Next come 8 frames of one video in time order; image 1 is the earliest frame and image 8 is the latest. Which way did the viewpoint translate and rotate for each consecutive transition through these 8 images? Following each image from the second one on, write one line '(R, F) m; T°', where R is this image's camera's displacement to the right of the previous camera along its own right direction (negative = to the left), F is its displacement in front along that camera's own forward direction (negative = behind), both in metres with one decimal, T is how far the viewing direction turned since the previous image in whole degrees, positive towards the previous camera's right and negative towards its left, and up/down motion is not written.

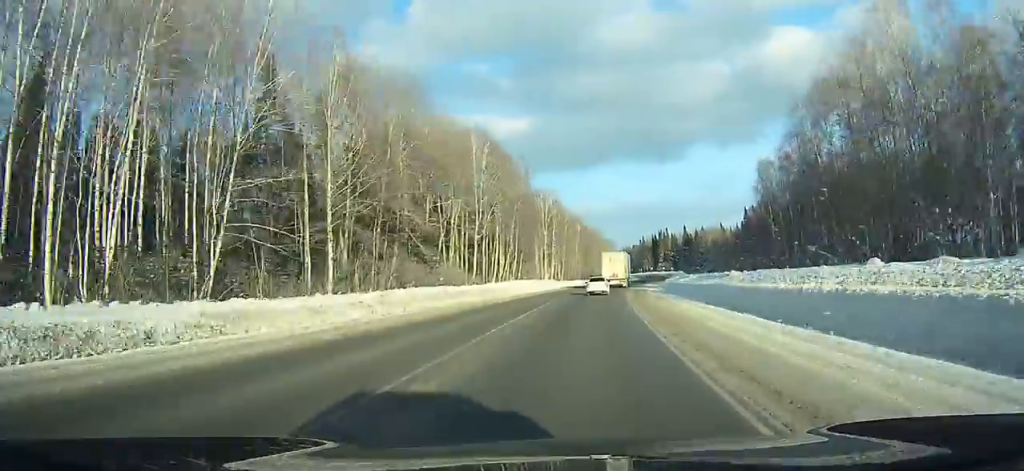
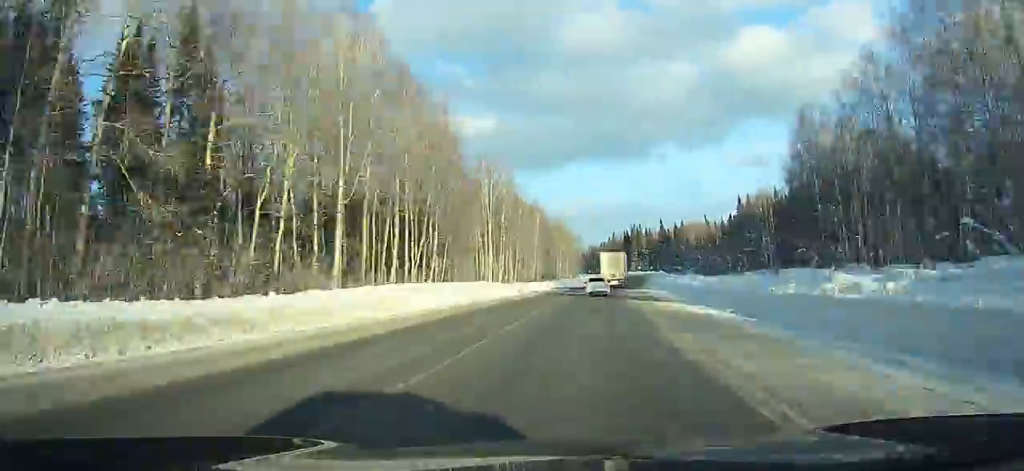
(+1.2, +34.6) m; +2°
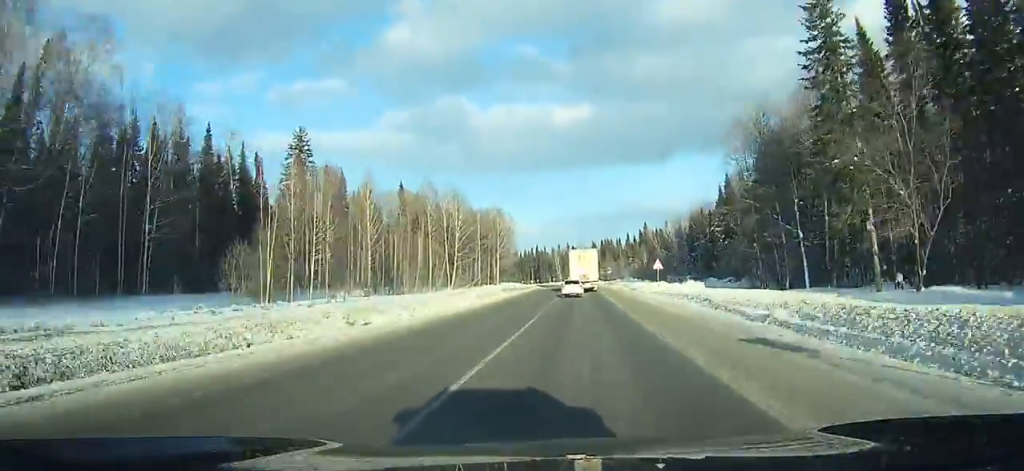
(-5.0, +234.3) m; -13°
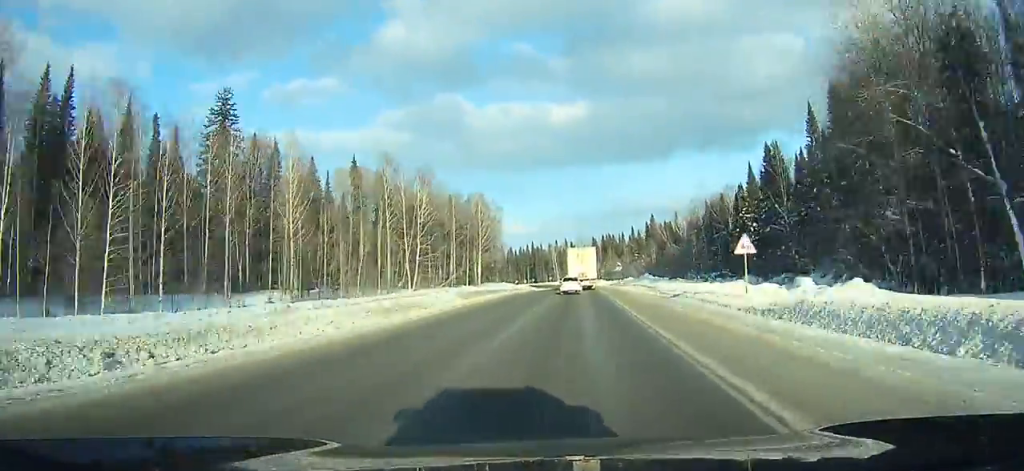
(-0.8, +26.2) m; -1°
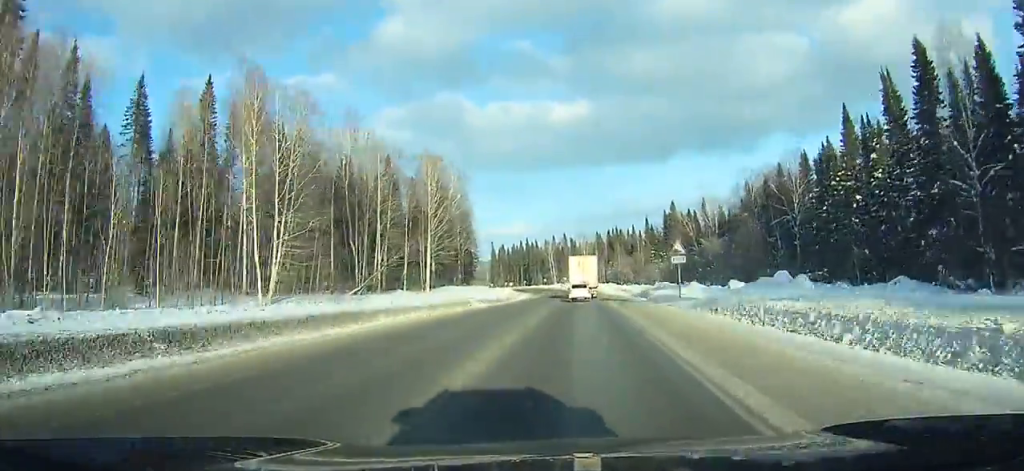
(-0.8, +42.5) m; -2°
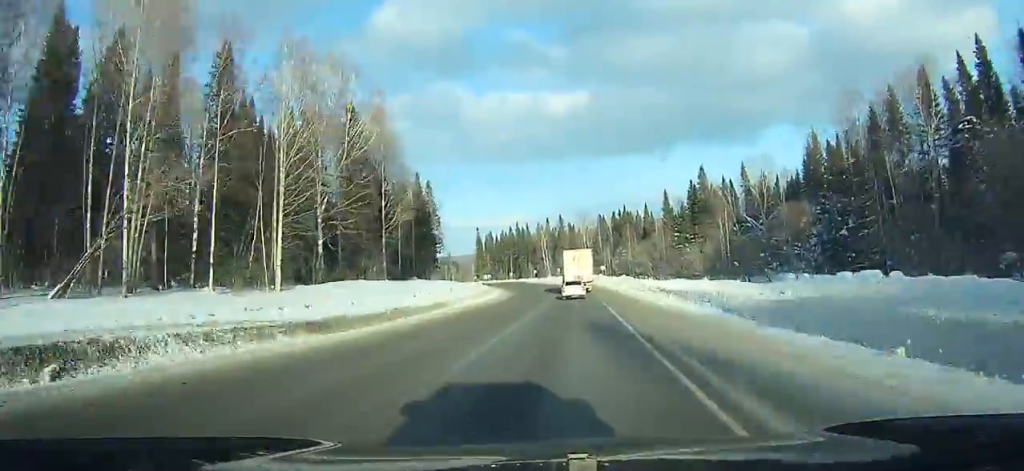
(-0.3, +40.7) m; -1°
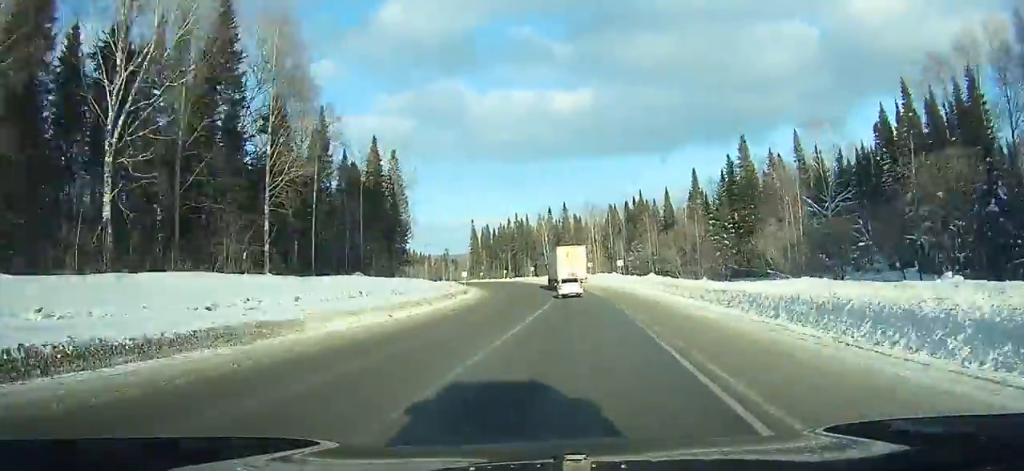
(-0.2, +26.4) m; -2°
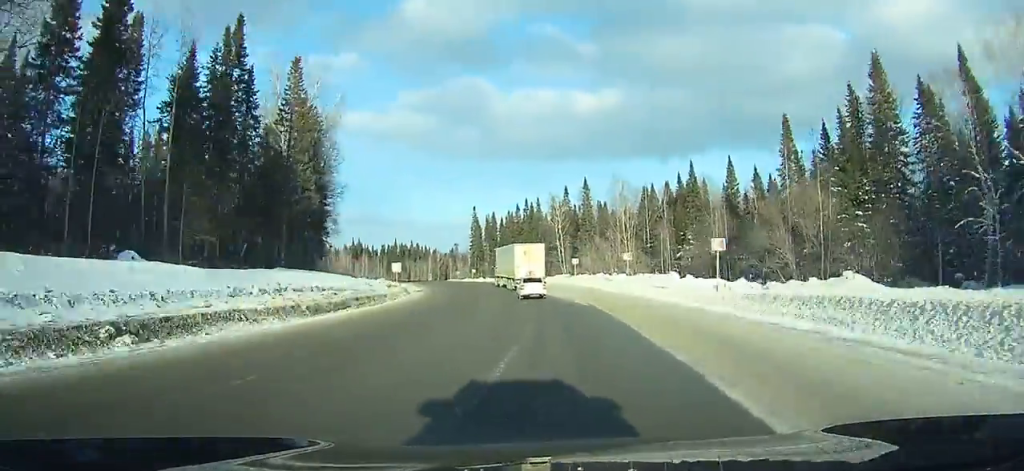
(+0.7, +38.7) m; -3°
